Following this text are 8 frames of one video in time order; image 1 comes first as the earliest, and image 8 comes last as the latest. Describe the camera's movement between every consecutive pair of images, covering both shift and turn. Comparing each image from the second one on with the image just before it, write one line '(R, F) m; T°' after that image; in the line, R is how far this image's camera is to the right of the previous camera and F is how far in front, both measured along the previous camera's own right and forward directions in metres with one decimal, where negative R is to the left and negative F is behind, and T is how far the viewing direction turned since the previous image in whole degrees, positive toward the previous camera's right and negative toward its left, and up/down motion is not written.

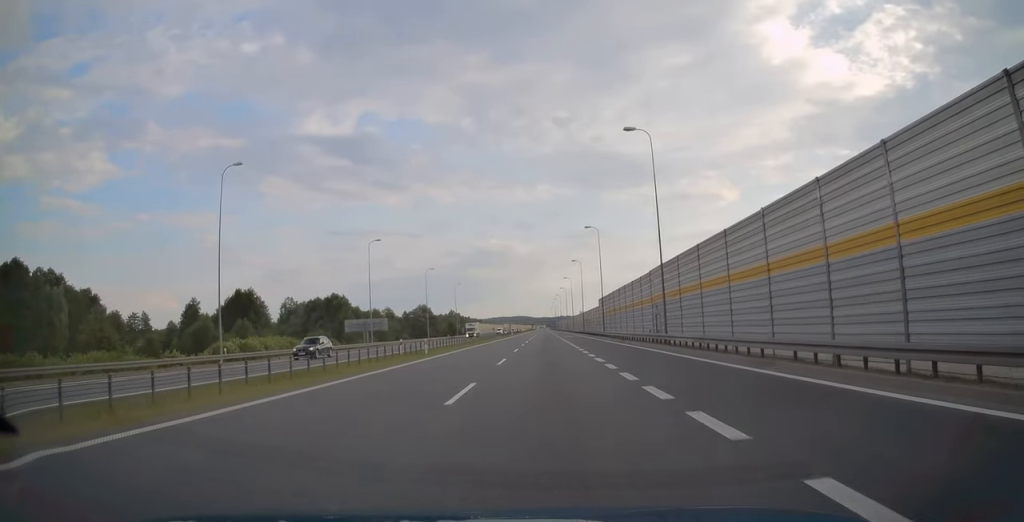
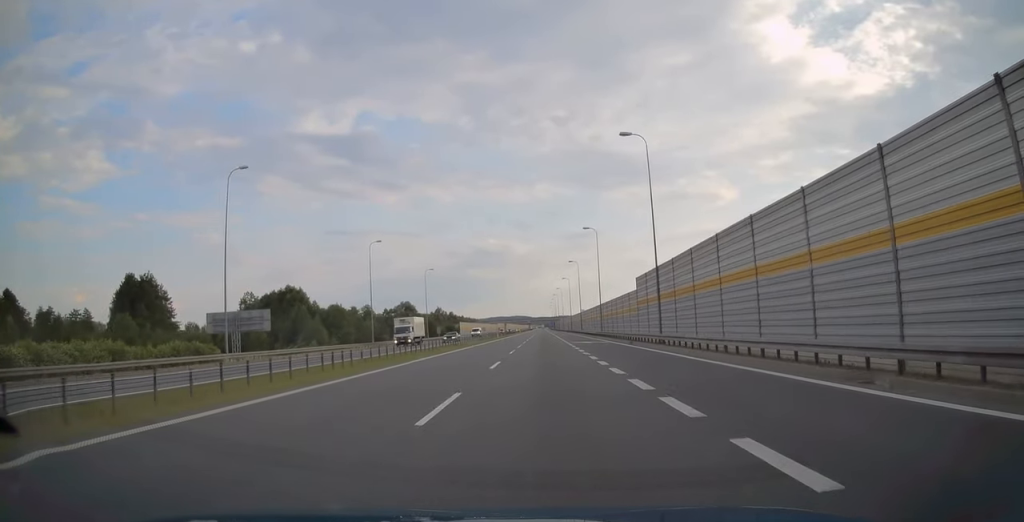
(0.0, +38.7) m; 0°
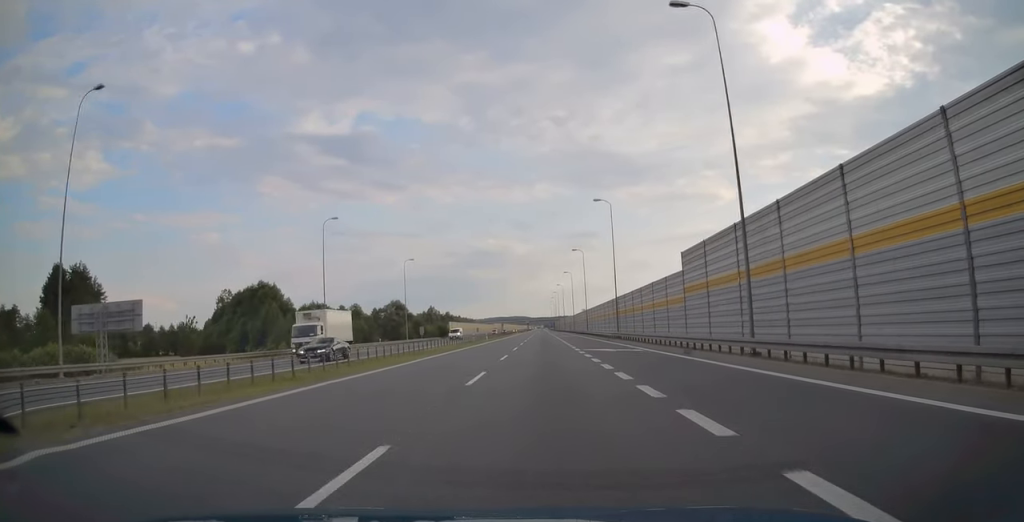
(0.0, +18.0) m; 0°
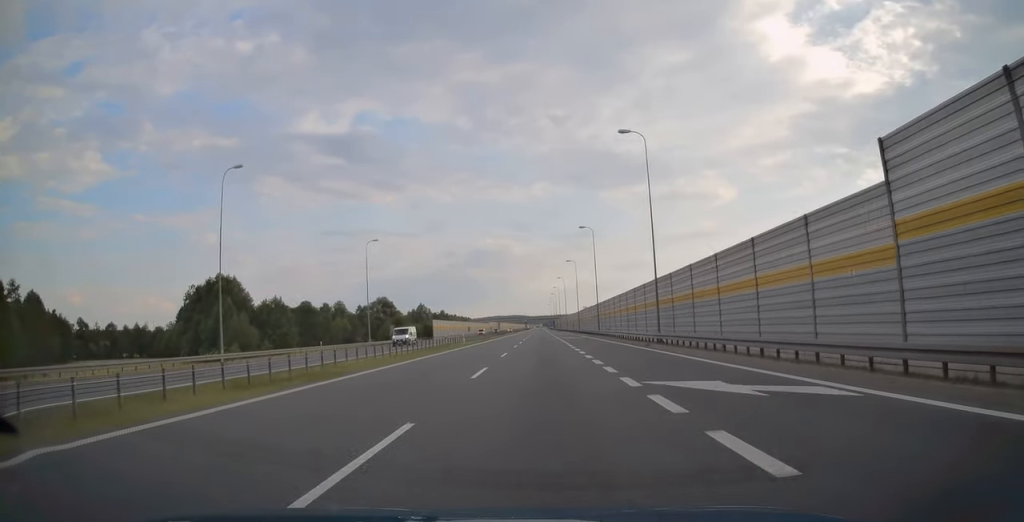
(0.0, +22.4) m; 0°
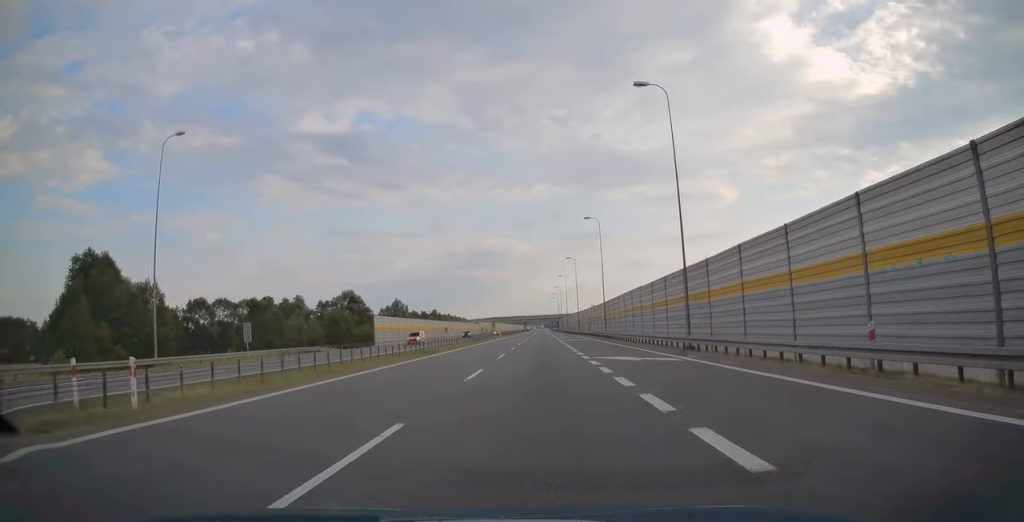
(0.0, +48.6) m; 0°
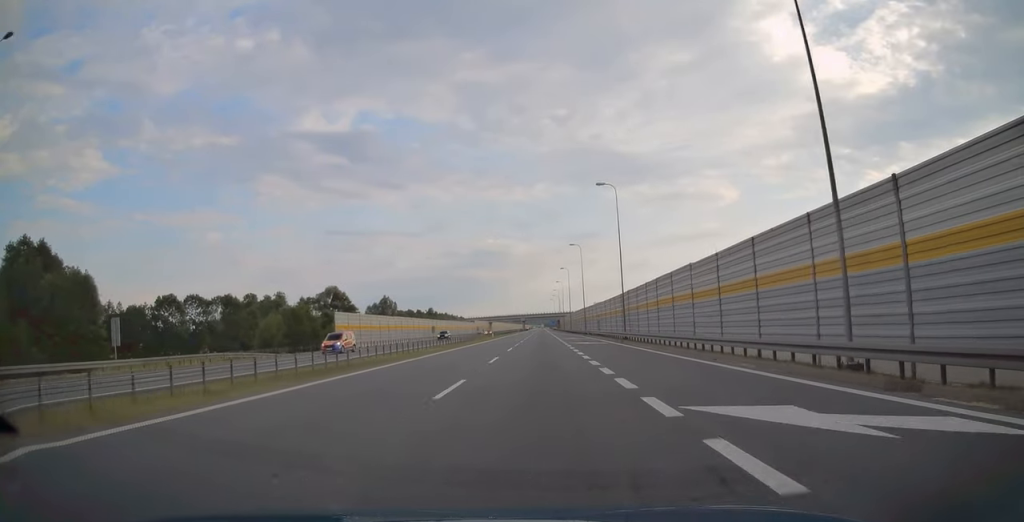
(0.0, +16.9) m; 0°
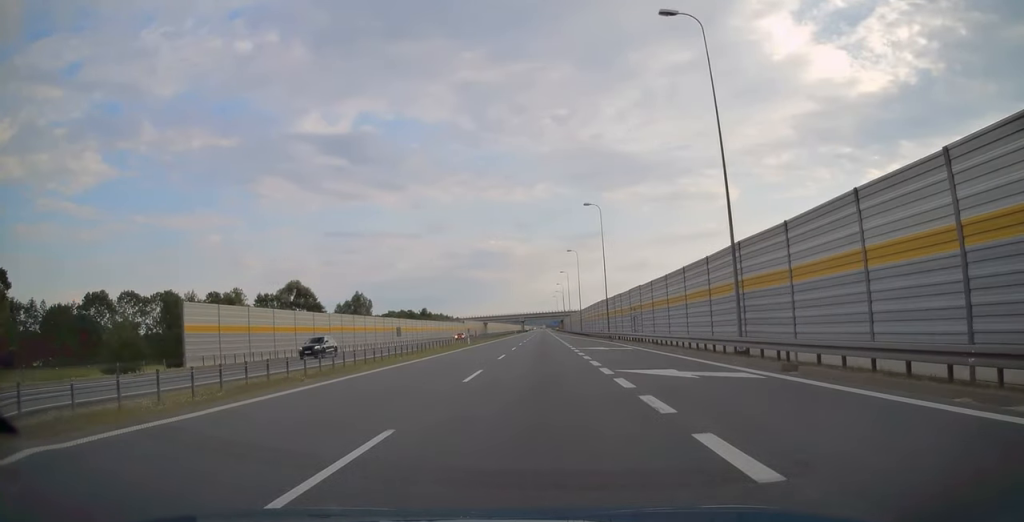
(0.0, +32.2) m; 0°
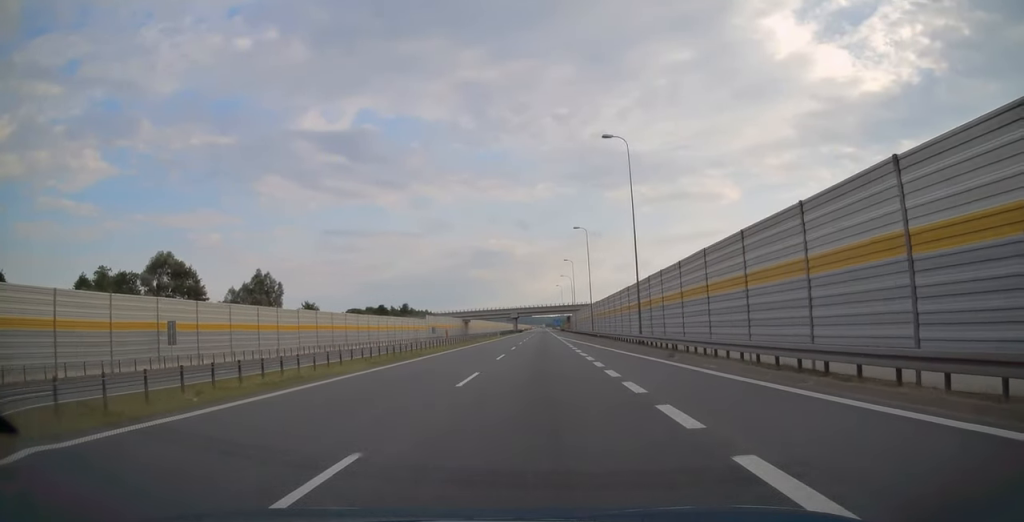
(-0.2, +62.2) m; 0°
